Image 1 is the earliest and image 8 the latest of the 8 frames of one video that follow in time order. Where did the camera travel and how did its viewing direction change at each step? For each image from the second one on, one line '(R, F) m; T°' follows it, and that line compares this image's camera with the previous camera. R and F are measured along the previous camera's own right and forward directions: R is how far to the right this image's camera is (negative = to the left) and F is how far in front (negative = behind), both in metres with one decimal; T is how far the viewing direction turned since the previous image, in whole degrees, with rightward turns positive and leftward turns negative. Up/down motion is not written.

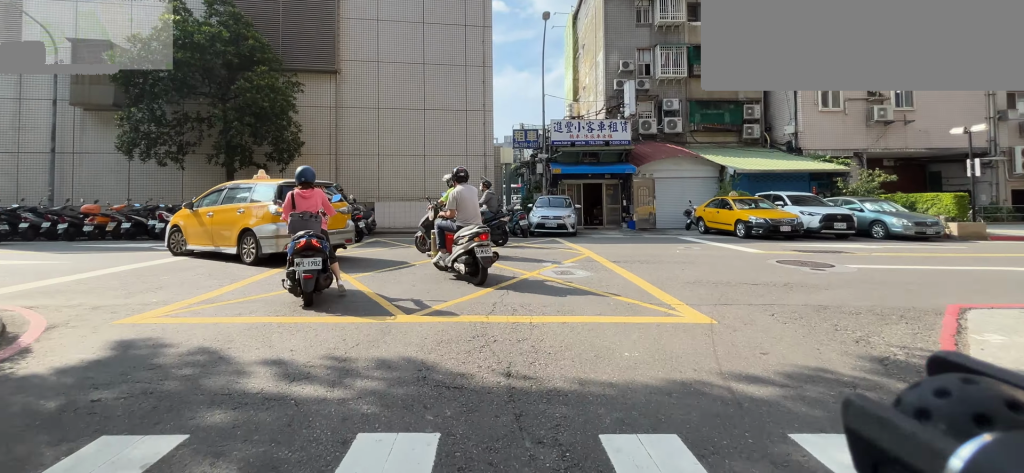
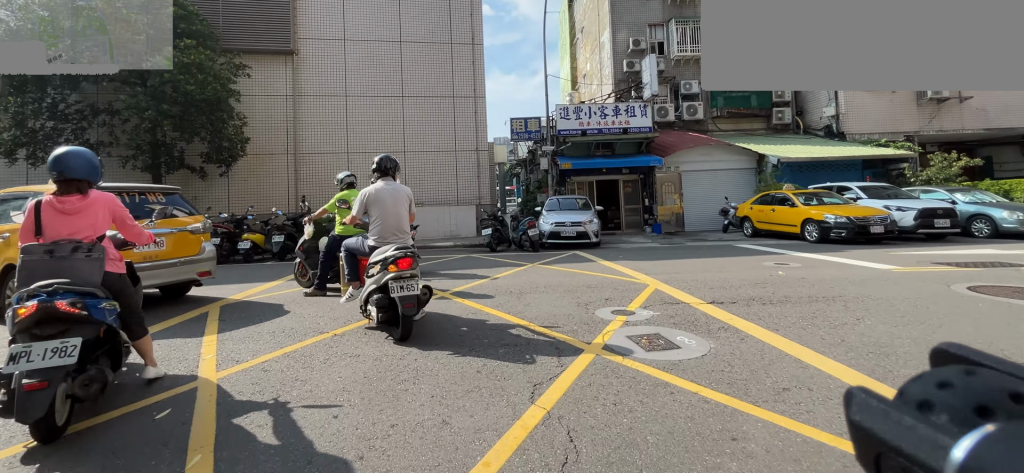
(0.0, +3.3) m; -14°
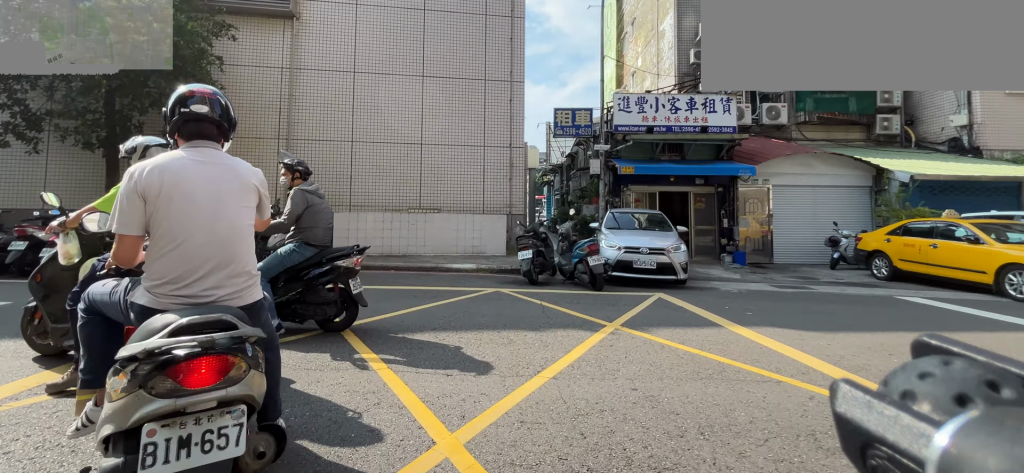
(-0.9, +3.1) m; -26°
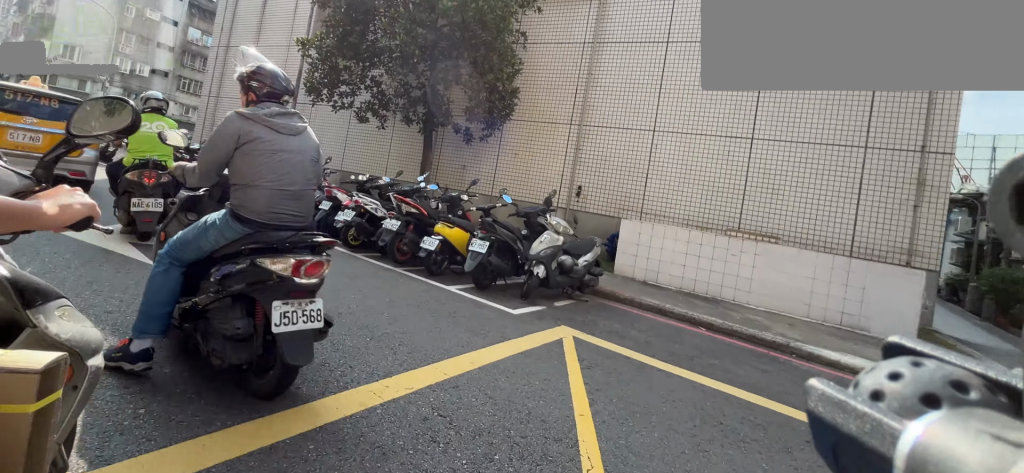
(-0.6, +5.4) m; -11°
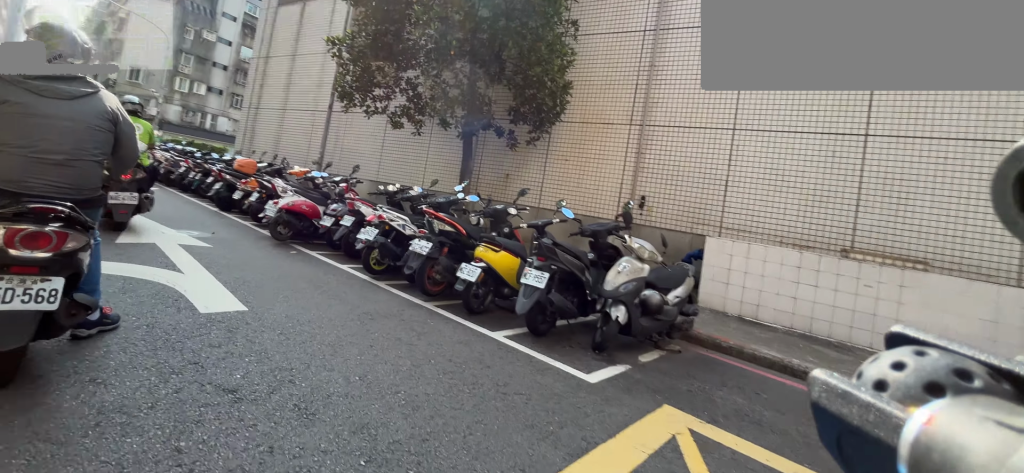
(0.0, +1.9) m; -8°
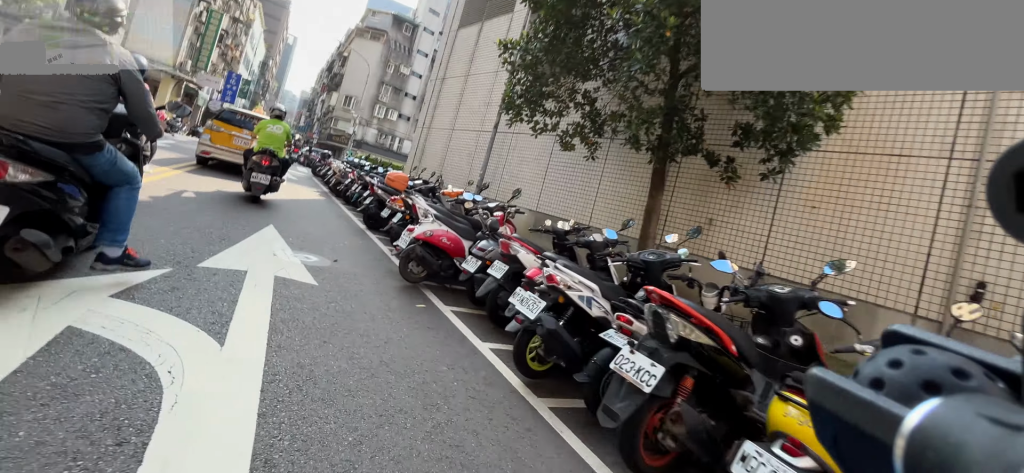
(-0.1, +2.5) m; -18°
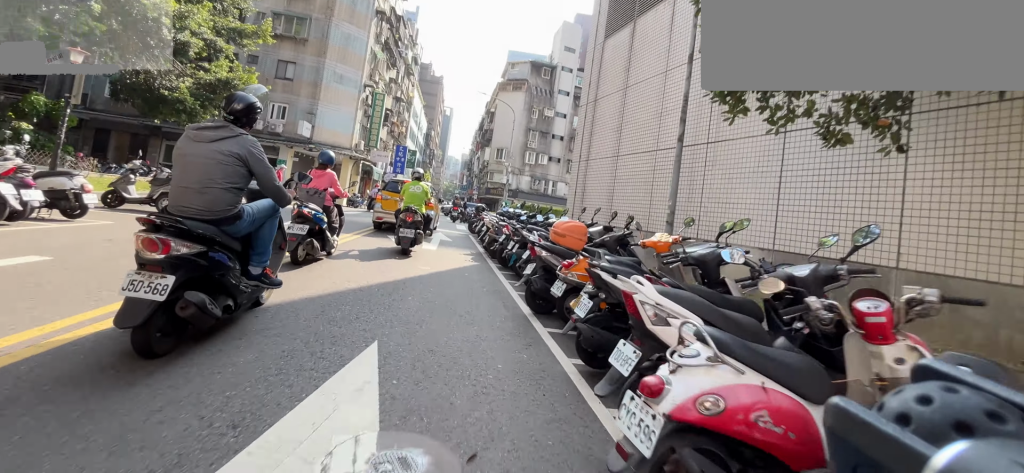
(-0.6, +3.0) m; -10°
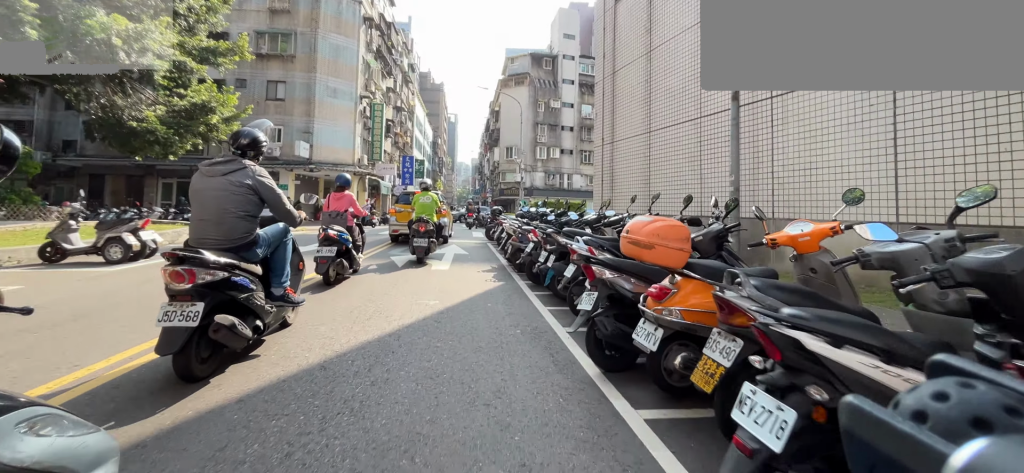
(-0.1, +2.1) m; -3°
